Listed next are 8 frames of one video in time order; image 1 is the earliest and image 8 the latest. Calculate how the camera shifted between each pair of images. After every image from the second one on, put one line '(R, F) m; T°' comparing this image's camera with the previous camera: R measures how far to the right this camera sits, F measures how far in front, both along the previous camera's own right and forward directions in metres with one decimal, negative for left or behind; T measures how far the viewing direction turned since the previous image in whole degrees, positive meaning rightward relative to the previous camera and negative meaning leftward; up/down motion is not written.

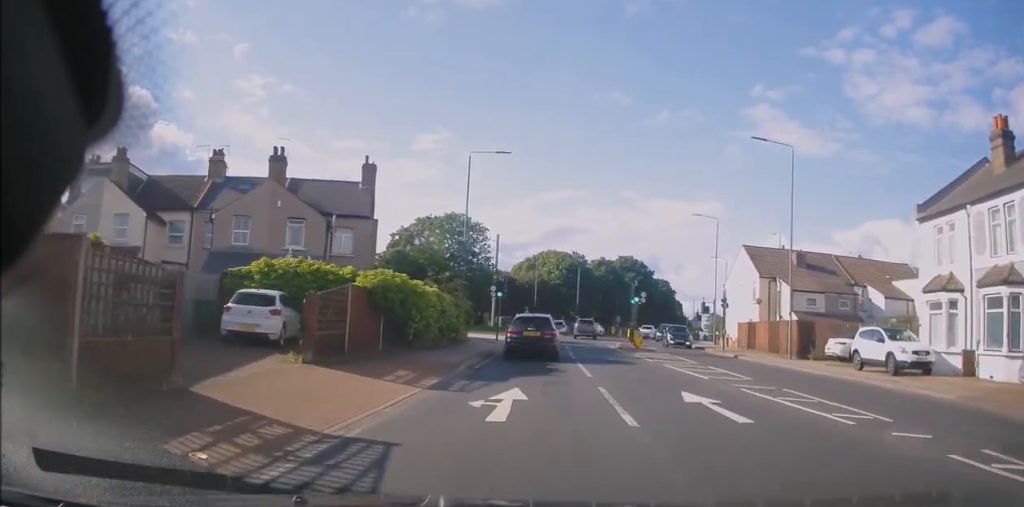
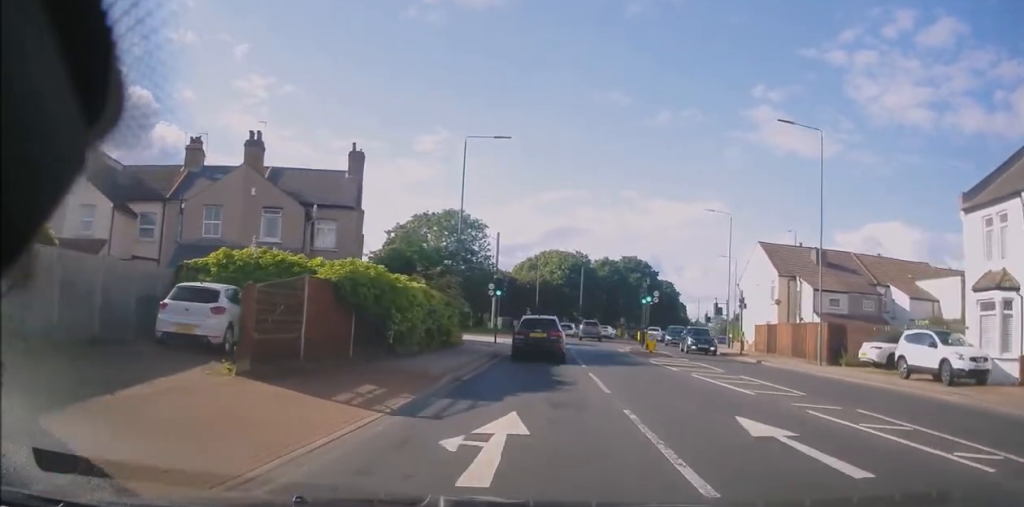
(0.0, +3.0) m; 0°
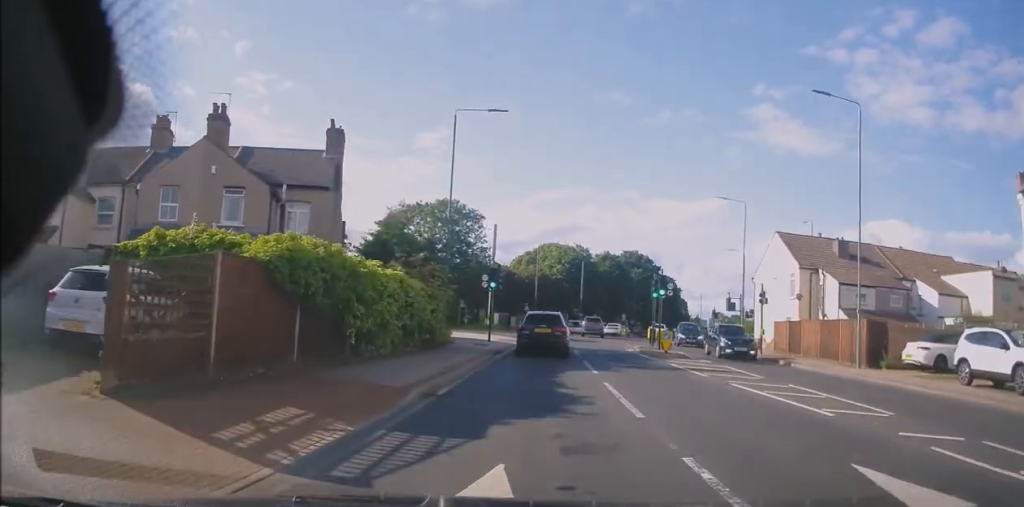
(0.0, +3.5) m; 0°
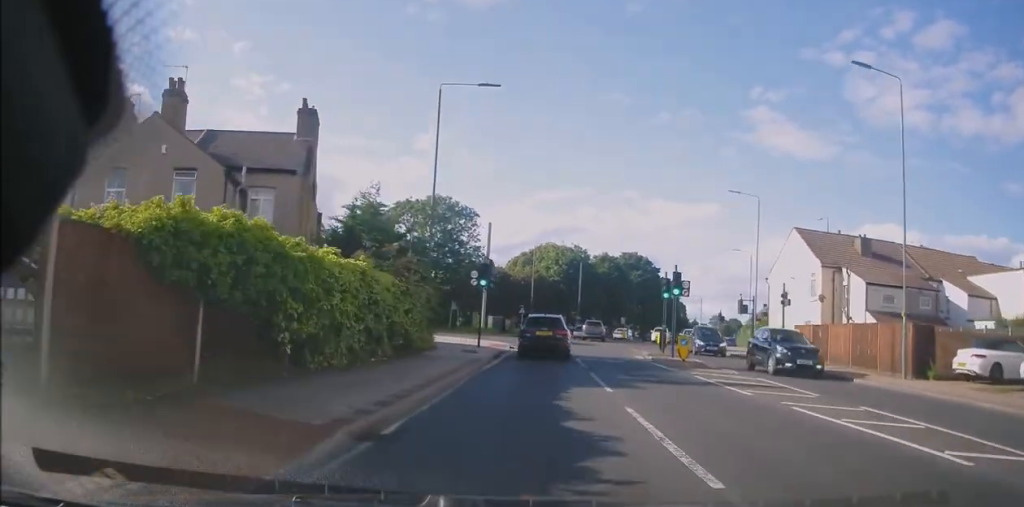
(0.0, +3.4) m; 0°
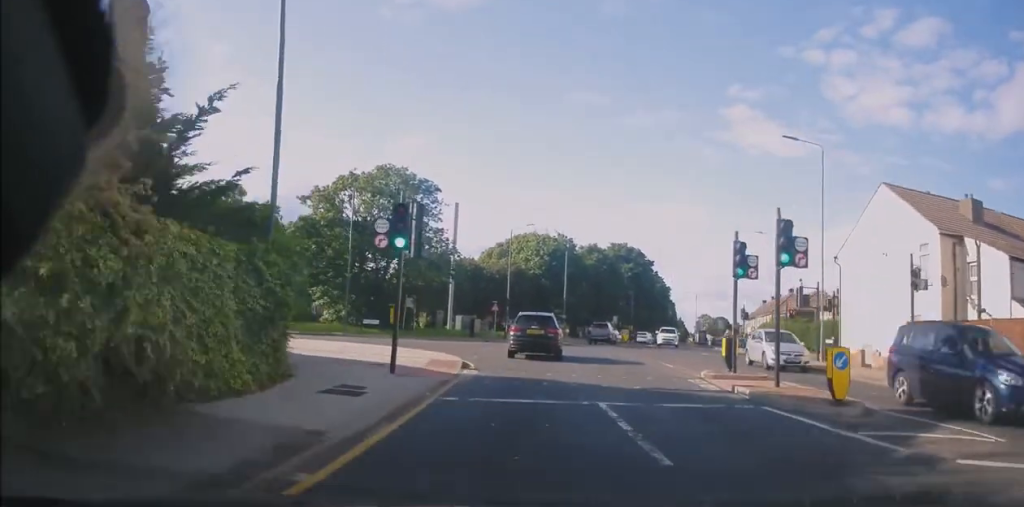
(+0.2, +12.3) m; +3°
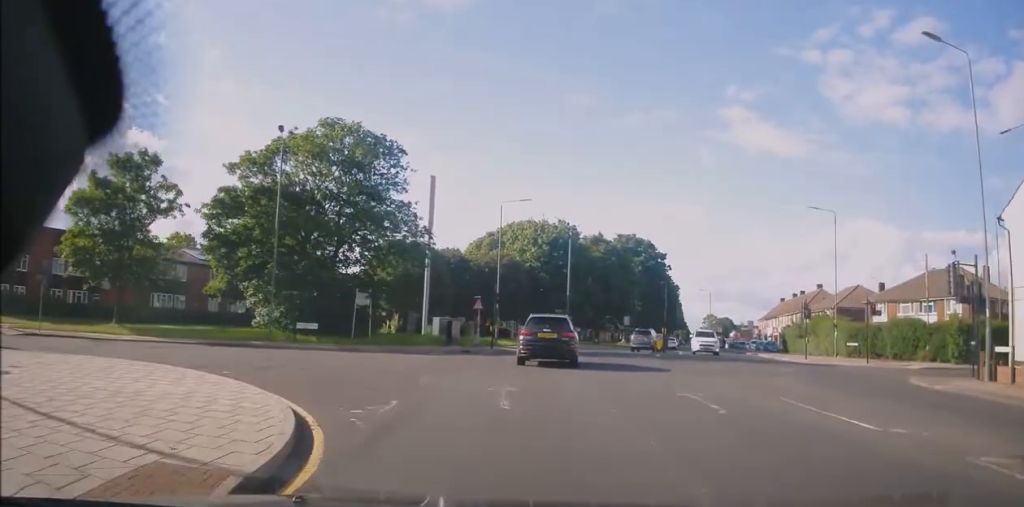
(+0.2, +12.1) m; 0°
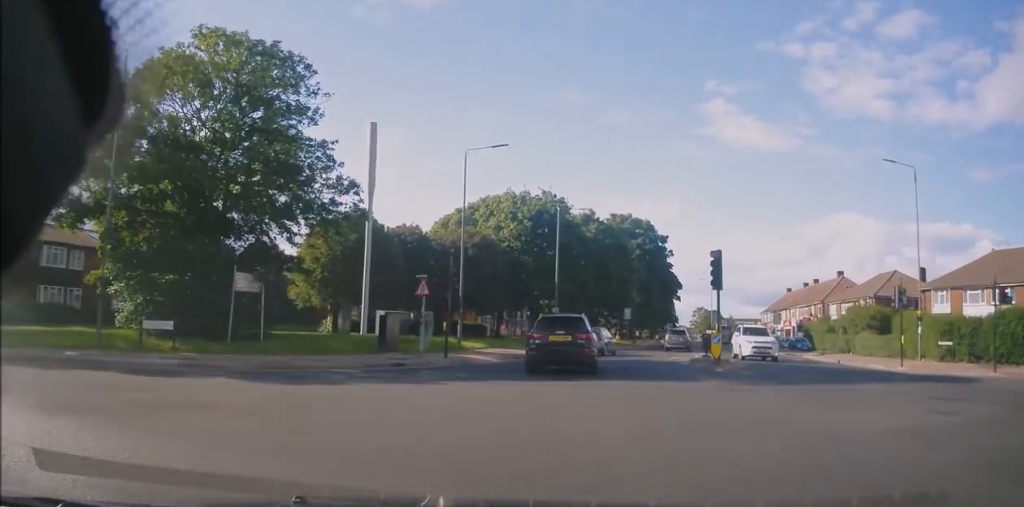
(-0.2, +12.5) m; +3°
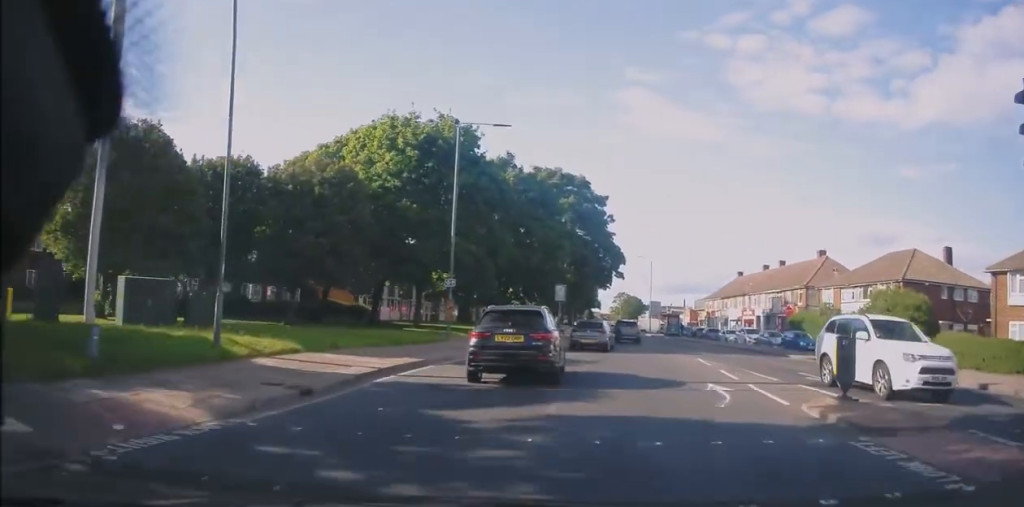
(+1.6, +17.6) m; +8°
